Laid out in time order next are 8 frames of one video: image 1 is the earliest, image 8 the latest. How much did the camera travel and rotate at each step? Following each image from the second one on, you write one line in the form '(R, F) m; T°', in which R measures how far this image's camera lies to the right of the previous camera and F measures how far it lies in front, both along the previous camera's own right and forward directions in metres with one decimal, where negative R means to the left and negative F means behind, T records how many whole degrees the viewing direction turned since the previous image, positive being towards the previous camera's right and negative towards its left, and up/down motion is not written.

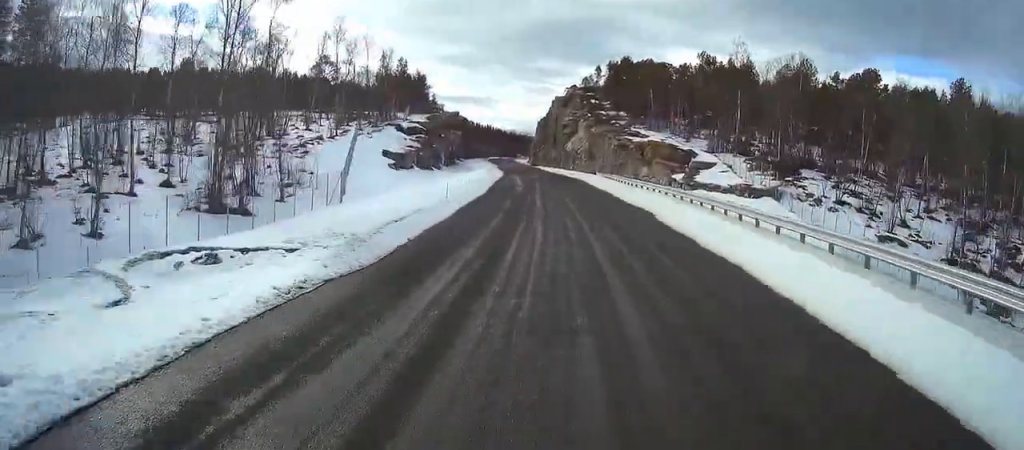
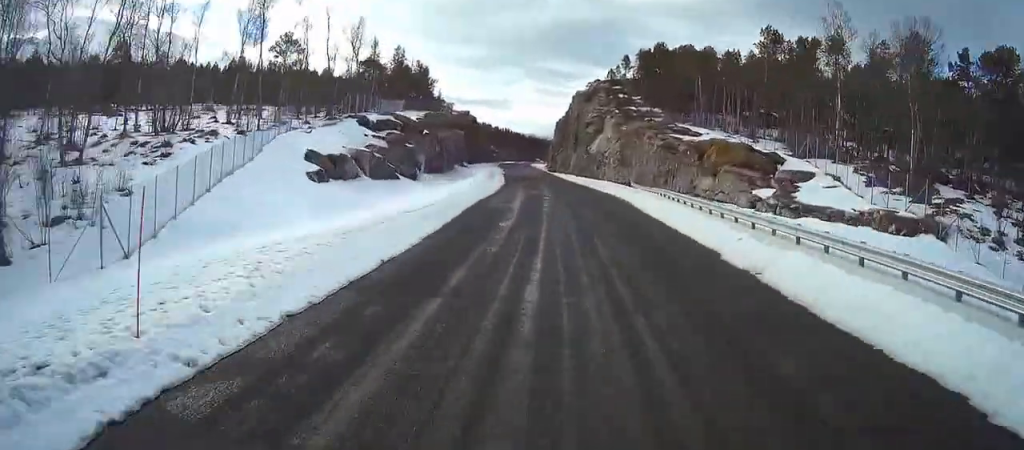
(-0.7, +24.8) m; -3°
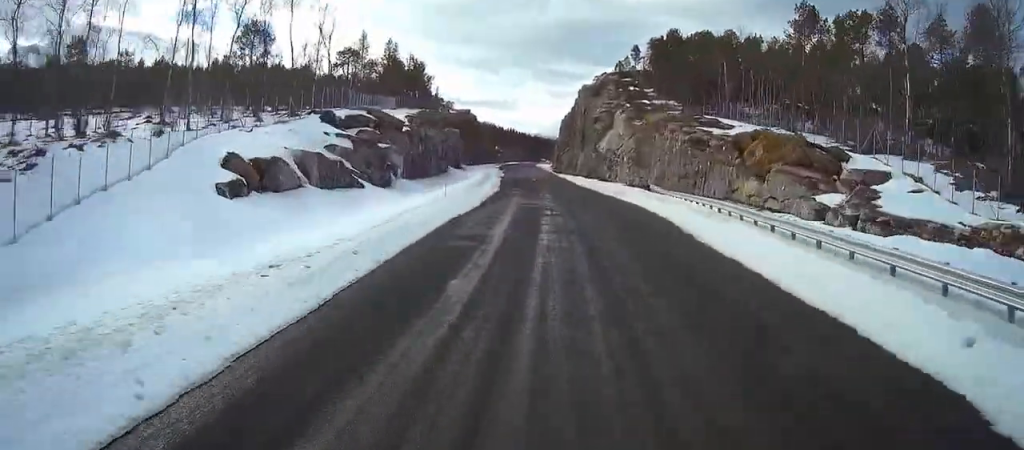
(-0.2, +11.3) m; -1°
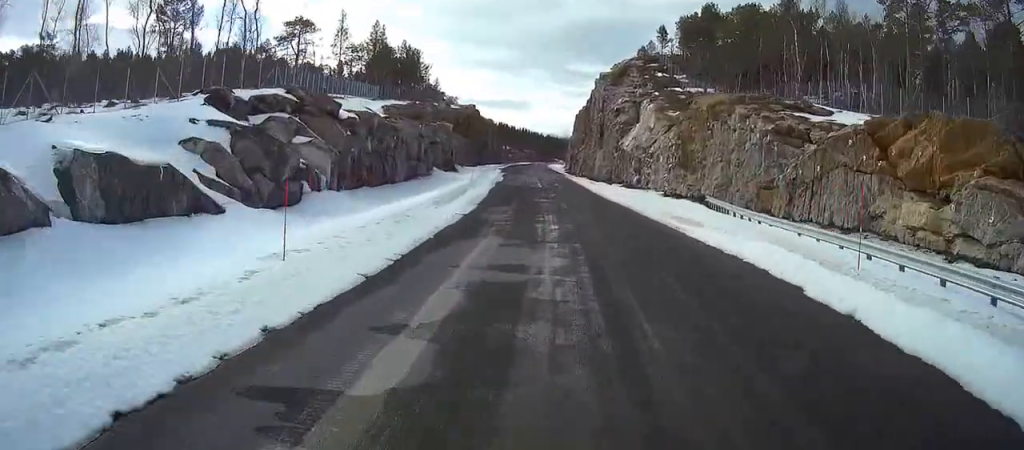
(-0.2, +20.1) m; 0°
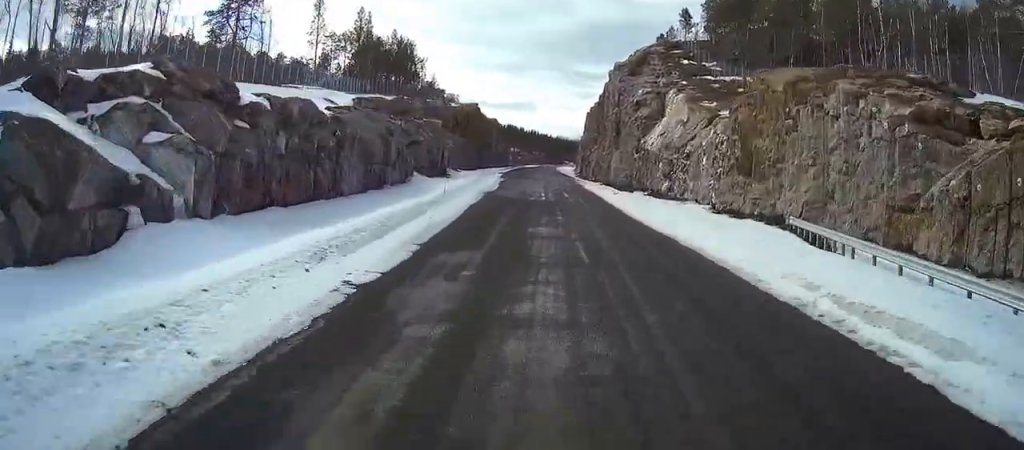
(0.0, +14.8) m; 0°
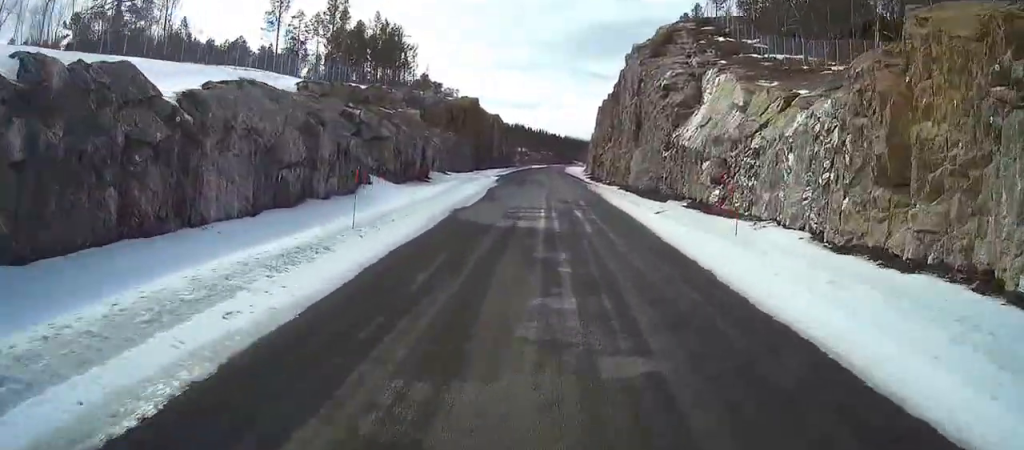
(+0.1, +16.3) m; 0°
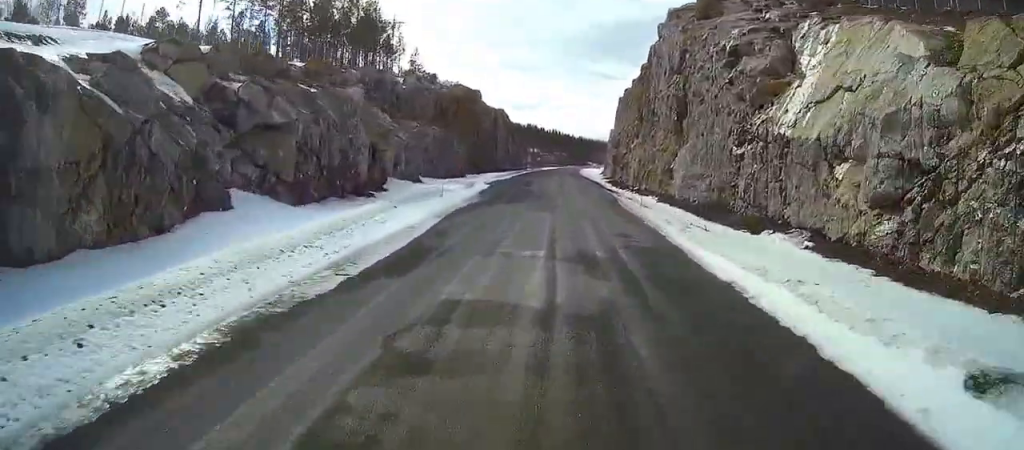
(-0.3, +21.9) m; -2°
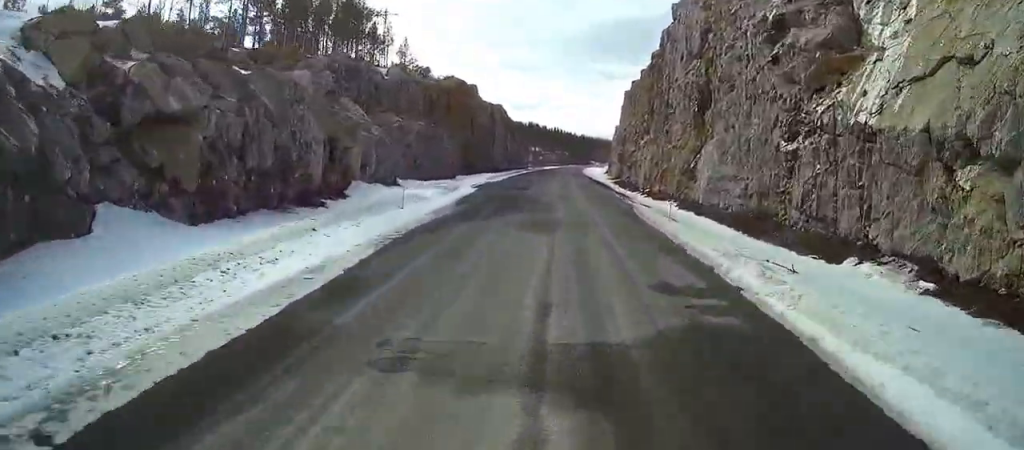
(-0.1, +8.9) m; -1°
